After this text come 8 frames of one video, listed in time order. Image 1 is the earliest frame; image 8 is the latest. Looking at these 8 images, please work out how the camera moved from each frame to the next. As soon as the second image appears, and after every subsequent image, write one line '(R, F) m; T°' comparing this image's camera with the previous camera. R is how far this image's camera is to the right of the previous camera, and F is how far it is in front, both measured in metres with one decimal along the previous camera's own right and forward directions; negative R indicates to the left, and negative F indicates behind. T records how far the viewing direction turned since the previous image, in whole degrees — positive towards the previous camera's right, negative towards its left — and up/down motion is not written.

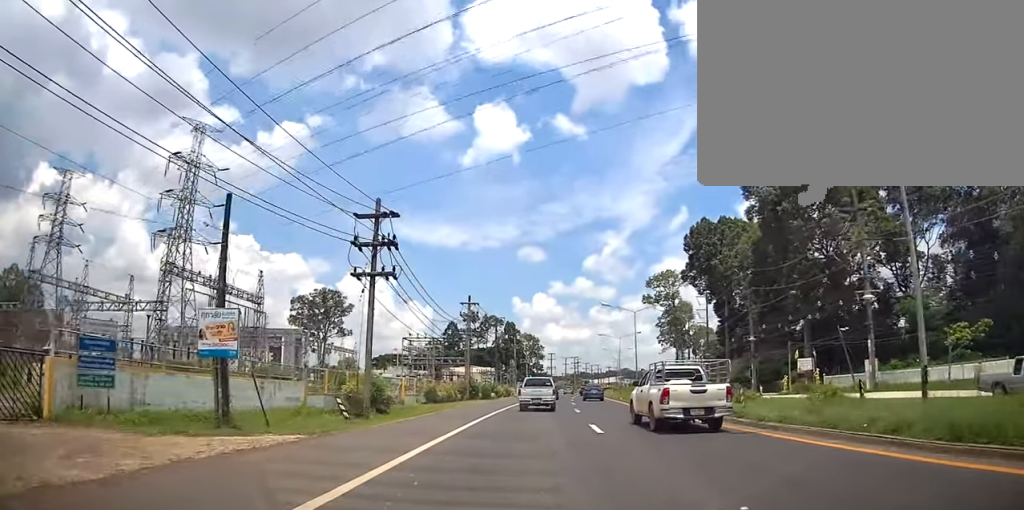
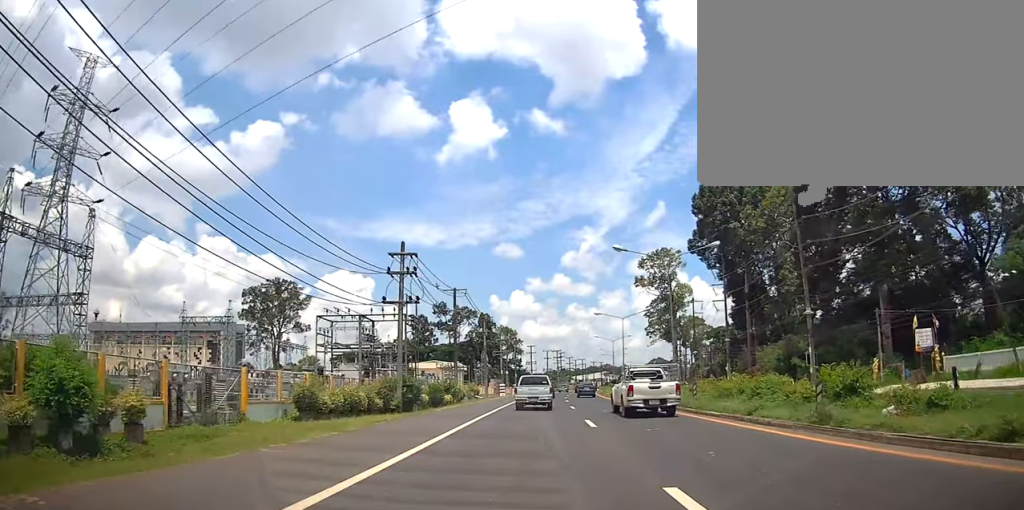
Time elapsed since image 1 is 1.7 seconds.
(-0.3, +23.2) m; 0°
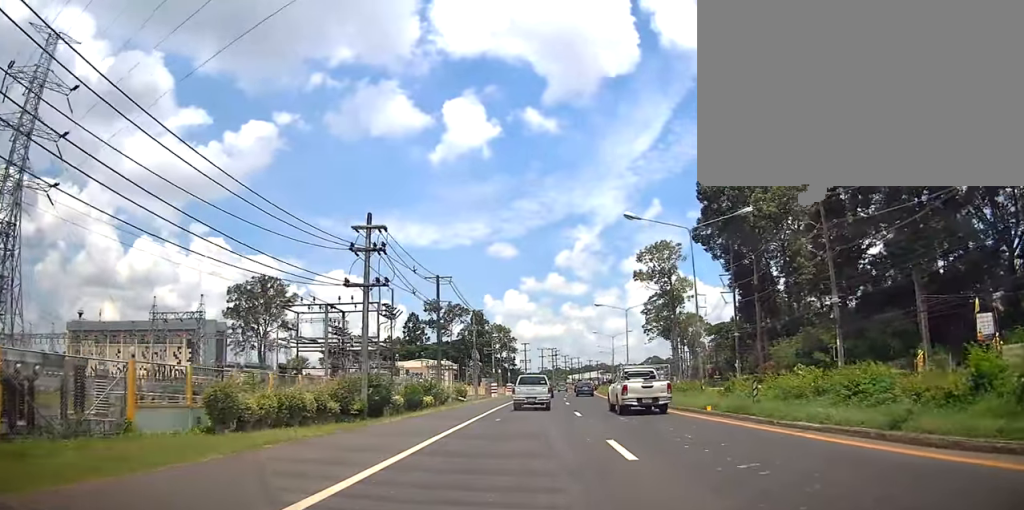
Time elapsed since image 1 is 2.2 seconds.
(0.0, +6.9) m; 0°
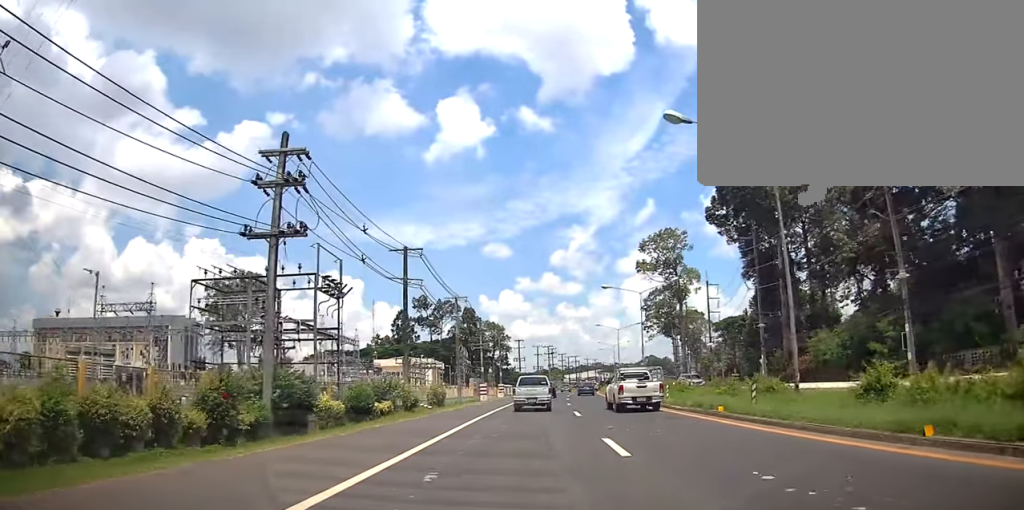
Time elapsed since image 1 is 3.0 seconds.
(0.0, +11.4) m; +1°
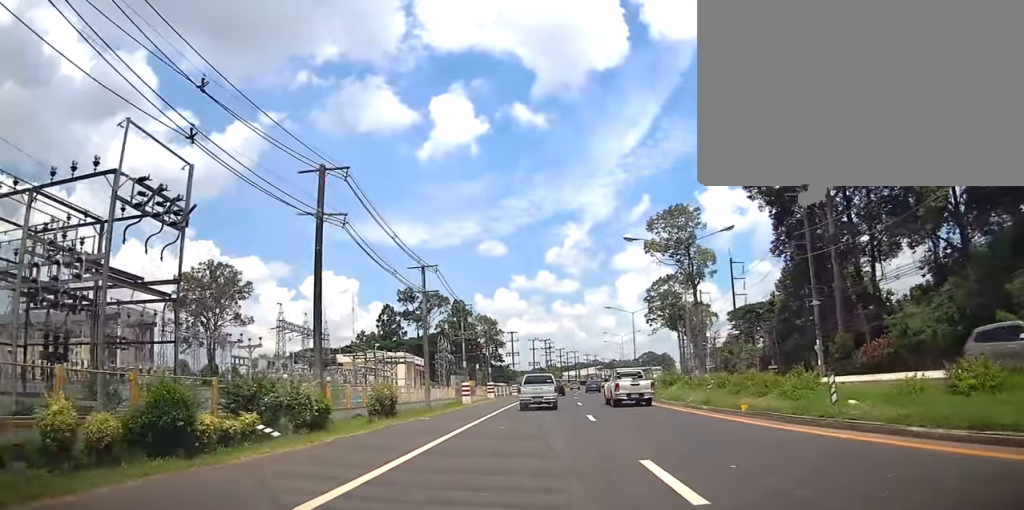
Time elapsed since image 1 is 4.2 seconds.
(+0.2, +16.5) m; -1°
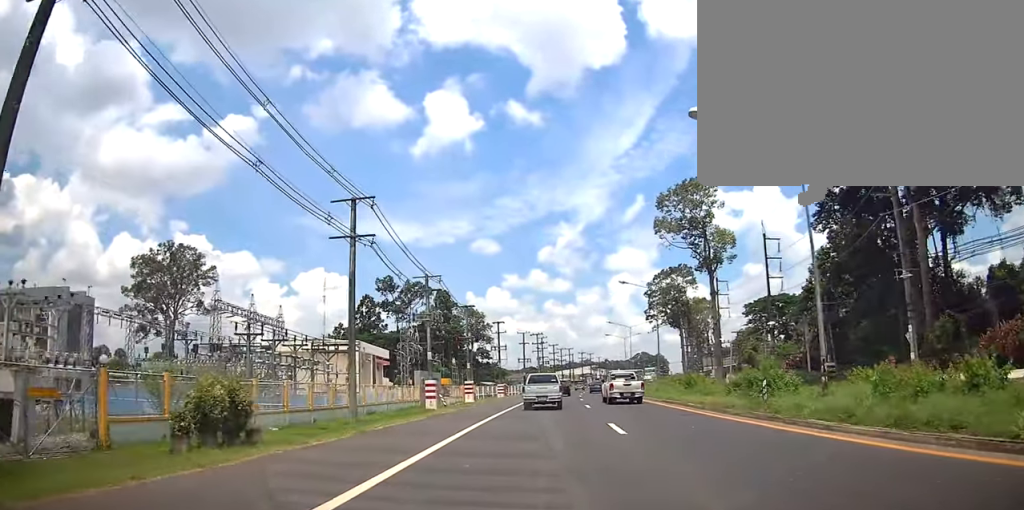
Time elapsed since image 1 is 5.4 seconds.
(-0.3, +17.4) m; 0°
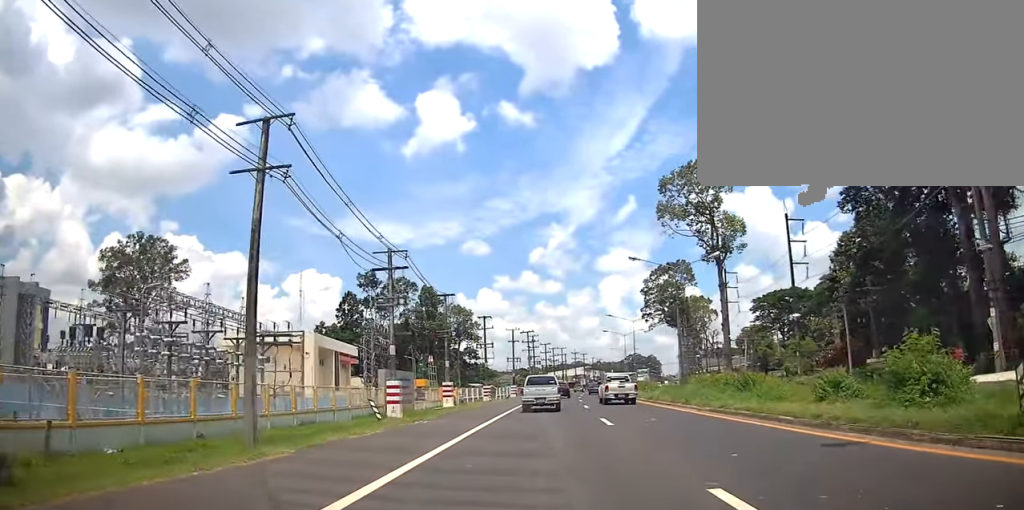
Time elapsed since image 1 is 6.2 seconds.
(+0.1, +10.2) m; +1°
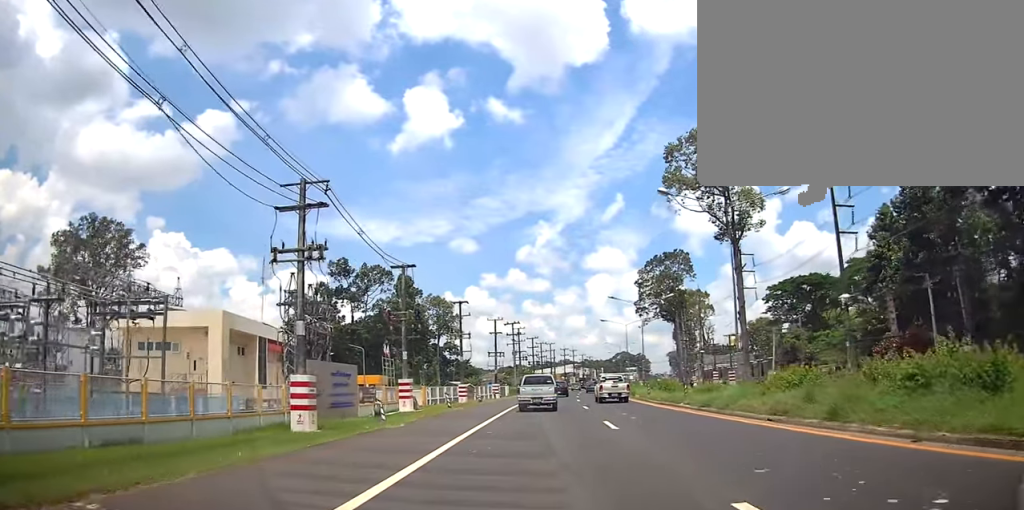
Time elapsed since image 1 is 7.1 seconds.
(+0.3, +14.0) m; +1°
